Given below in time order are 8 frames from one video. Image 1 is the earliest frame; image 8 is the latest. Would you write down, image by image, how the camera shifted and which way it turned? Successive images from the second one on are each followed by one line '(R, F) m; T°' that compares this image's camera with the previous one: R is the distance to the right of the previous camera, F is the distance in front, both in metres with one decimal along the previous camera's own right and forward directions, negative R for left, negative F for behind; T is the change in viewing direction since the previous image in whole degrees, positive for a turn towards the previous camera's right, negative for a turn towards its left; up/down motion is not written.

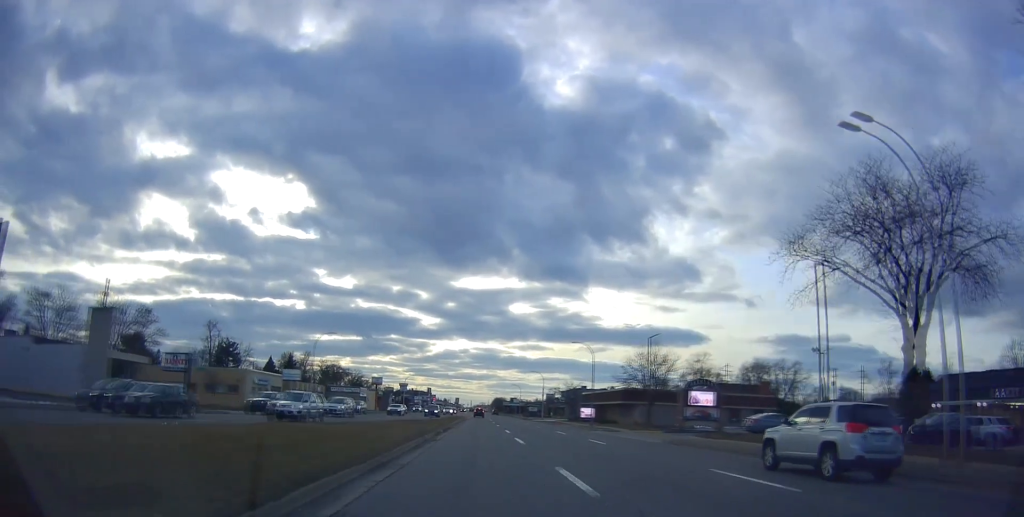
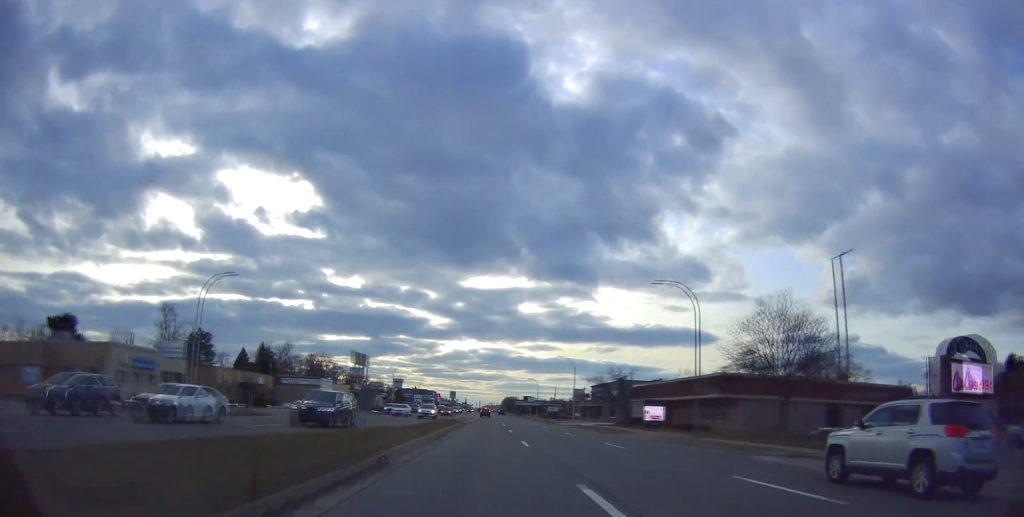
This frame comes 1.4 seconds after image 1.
(-0.5, +30.3) m; -1°
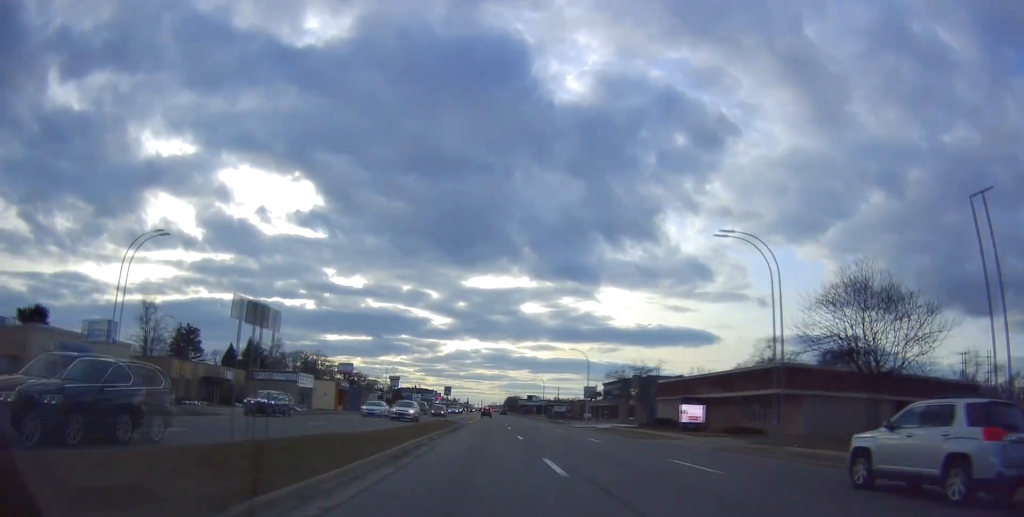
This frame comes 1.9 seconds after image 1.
(0.0, +10.0) m; 0°
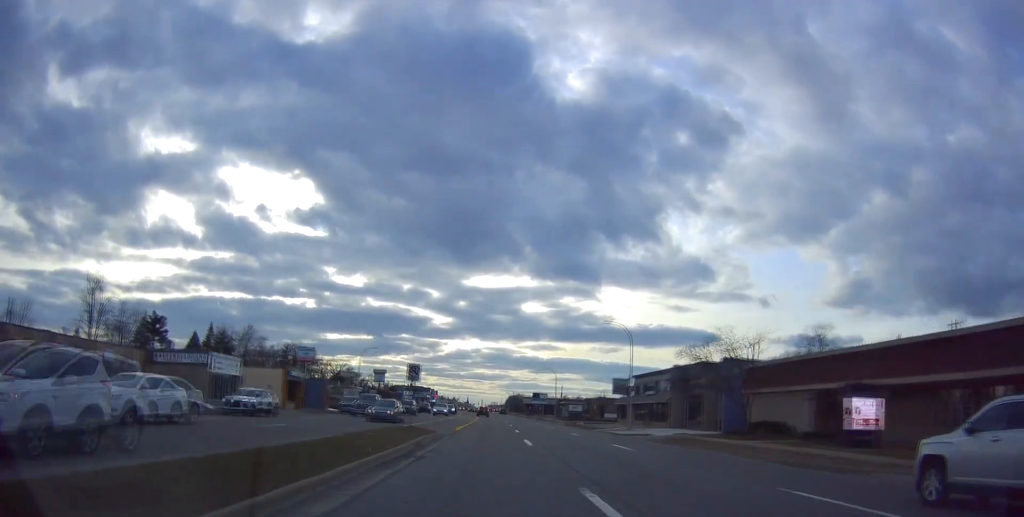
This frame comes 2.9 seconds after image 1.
(0.0, +22.1) m; 0°
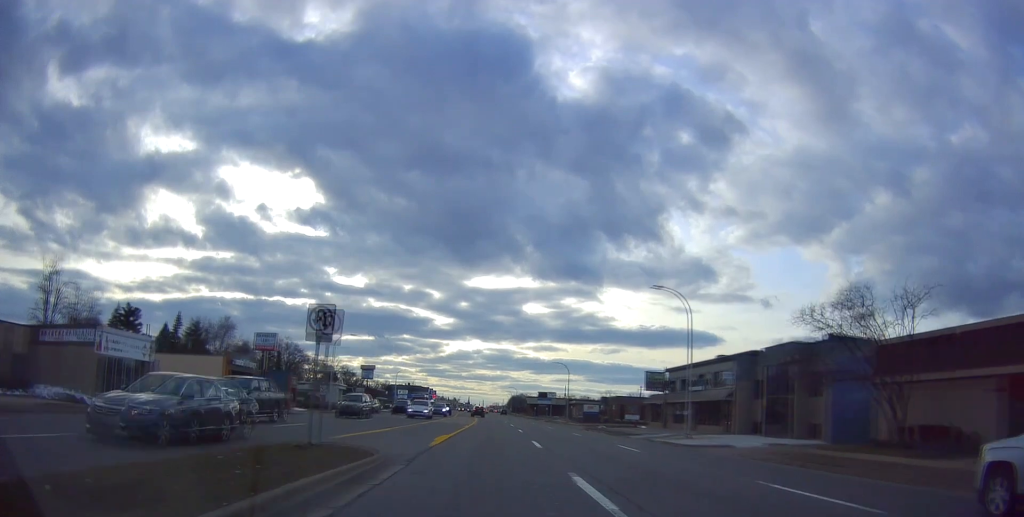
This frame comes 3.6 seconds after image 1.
(0.0, +14.9) m; 0°
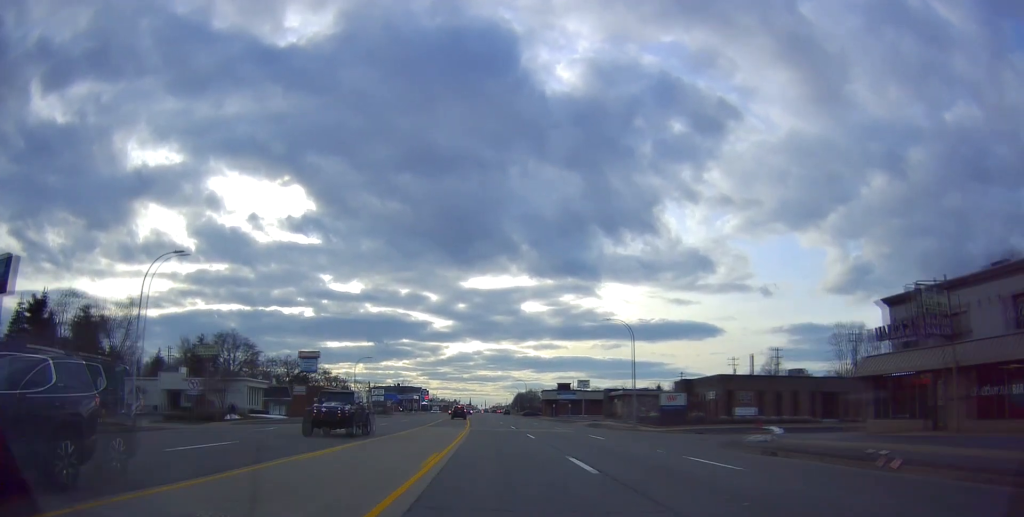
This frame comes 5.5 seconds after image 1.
(-1.0, +40.2) m; -1°
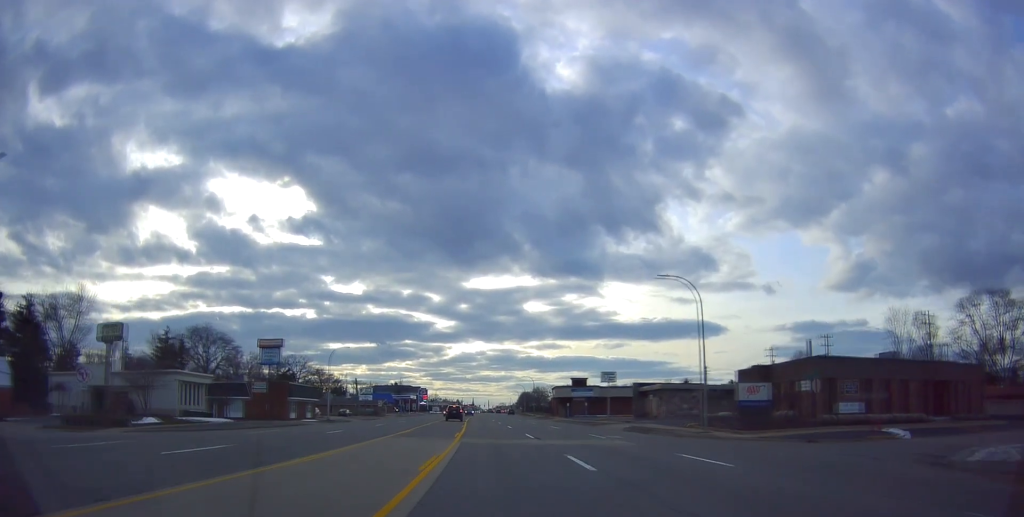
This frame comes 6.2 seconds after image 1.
(+0.3, +15.9) m; 0°
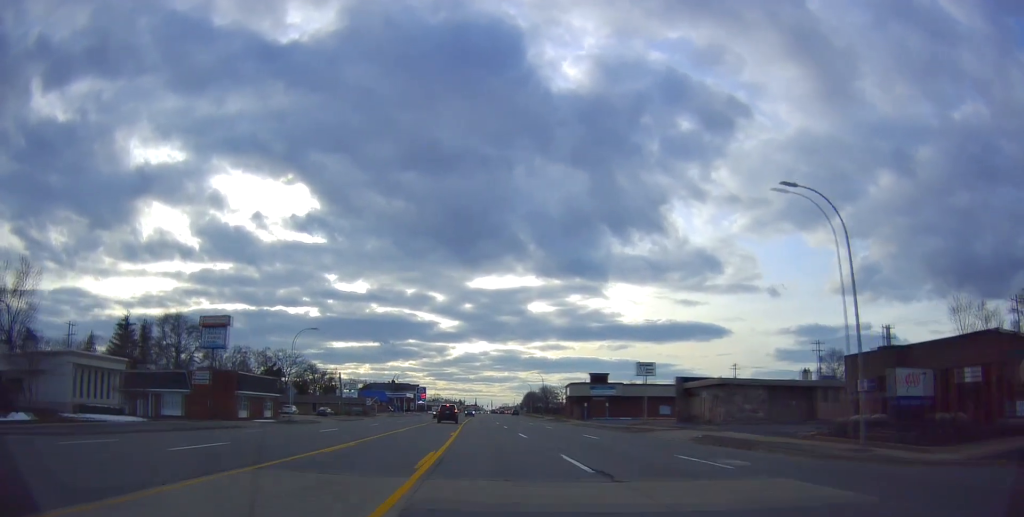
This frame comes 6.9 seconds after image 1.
(+0.1, +15.2) m; 0°
